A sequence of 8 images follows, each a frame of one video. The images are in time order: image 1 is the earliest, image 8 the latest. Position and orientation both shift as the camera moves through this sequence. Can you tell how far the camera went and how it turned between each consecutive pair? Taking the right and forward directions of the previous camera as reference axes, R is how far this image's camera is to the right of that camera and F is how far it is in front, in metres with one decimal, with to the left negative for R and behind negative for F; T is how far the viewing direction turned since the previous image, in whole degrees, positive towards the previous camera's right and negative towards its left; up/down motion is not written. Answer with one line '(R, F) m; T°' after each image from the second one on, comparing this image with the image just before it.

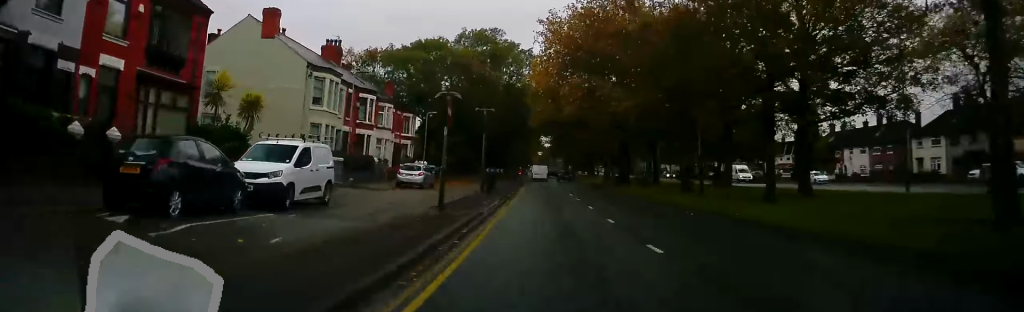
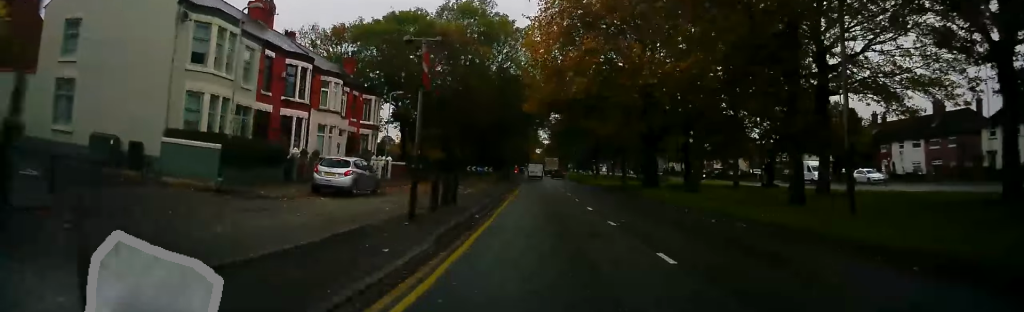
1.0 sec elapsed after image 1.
(+0.1, +12.9) m; +1°
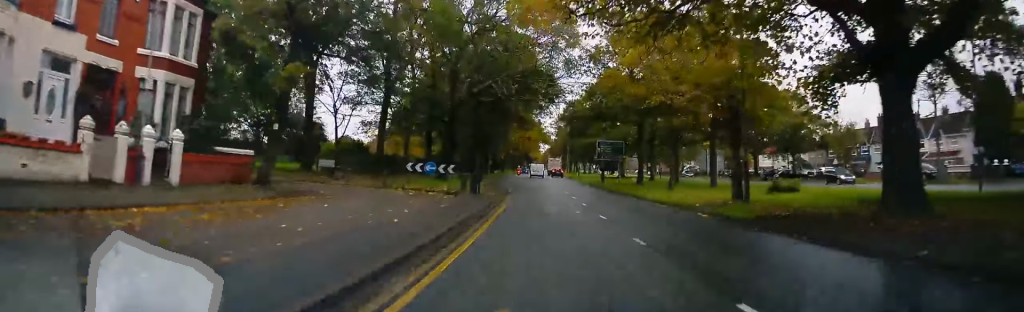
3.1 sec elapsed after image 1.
(-0.5, +27.0) m; -2°
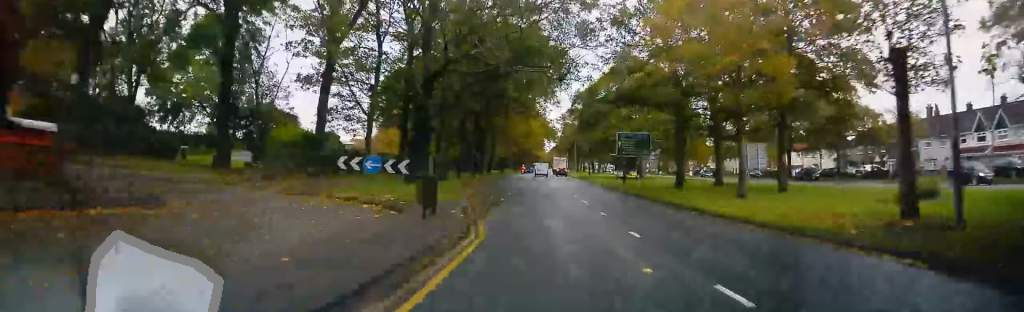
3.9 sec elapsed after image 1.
(0.0, +10.9) m; 0°
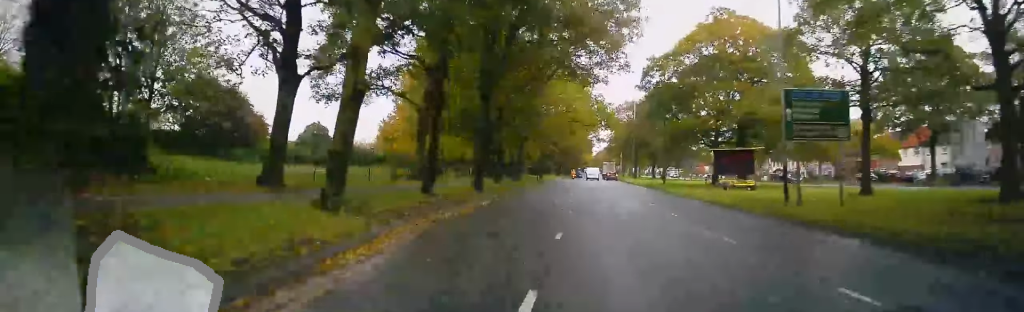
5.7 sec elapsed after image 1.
(0.0, +24.1) m; -1°
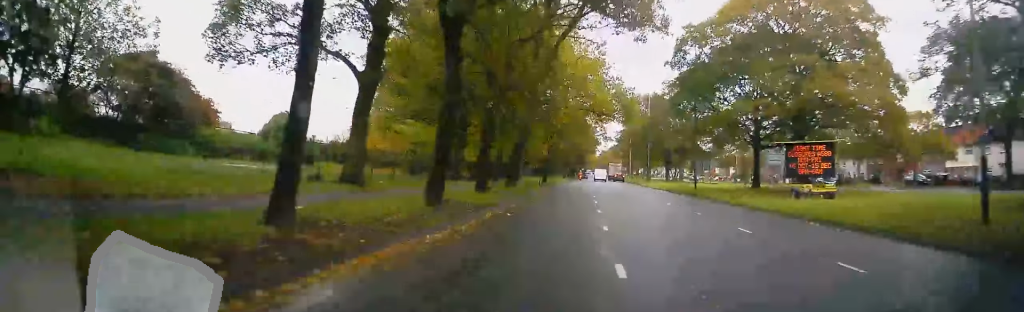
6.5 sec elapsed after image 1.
(-0.1, +10.9) m; -2°
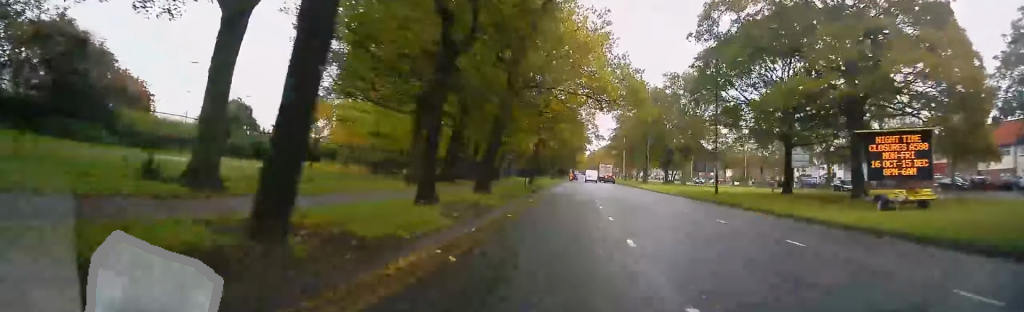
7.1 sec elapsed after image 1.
(-0.1, +8.7) m; -1°
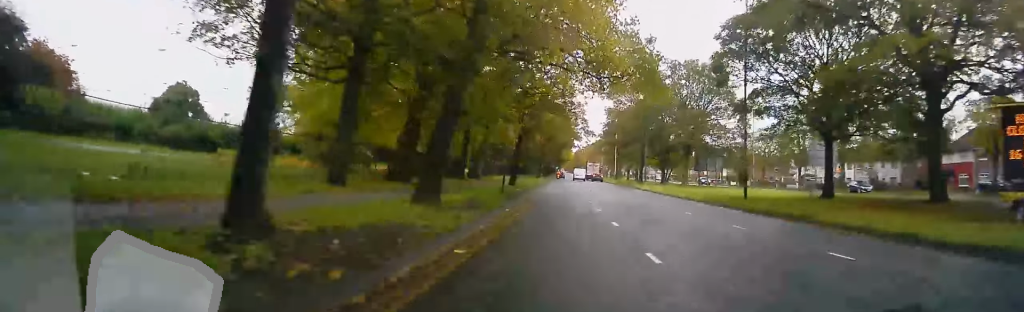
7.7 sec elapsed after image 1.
(-0.1, +7.9) m; 0°
